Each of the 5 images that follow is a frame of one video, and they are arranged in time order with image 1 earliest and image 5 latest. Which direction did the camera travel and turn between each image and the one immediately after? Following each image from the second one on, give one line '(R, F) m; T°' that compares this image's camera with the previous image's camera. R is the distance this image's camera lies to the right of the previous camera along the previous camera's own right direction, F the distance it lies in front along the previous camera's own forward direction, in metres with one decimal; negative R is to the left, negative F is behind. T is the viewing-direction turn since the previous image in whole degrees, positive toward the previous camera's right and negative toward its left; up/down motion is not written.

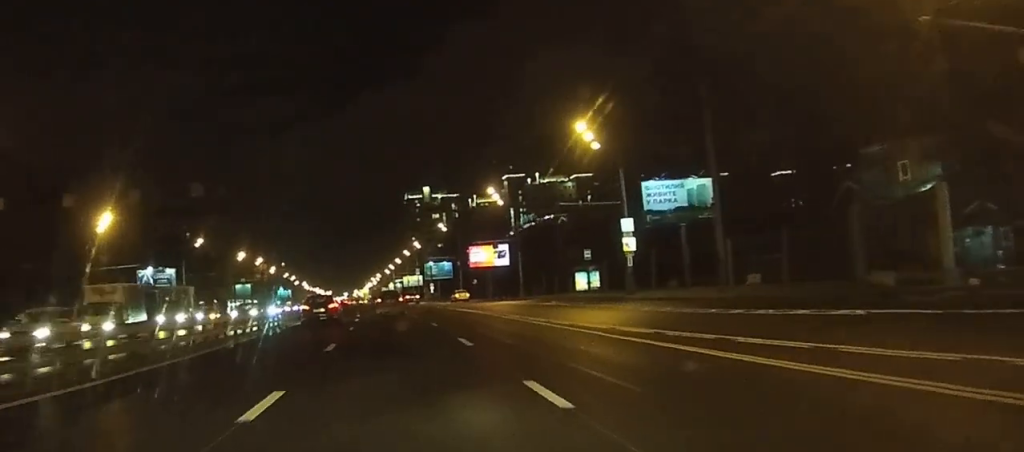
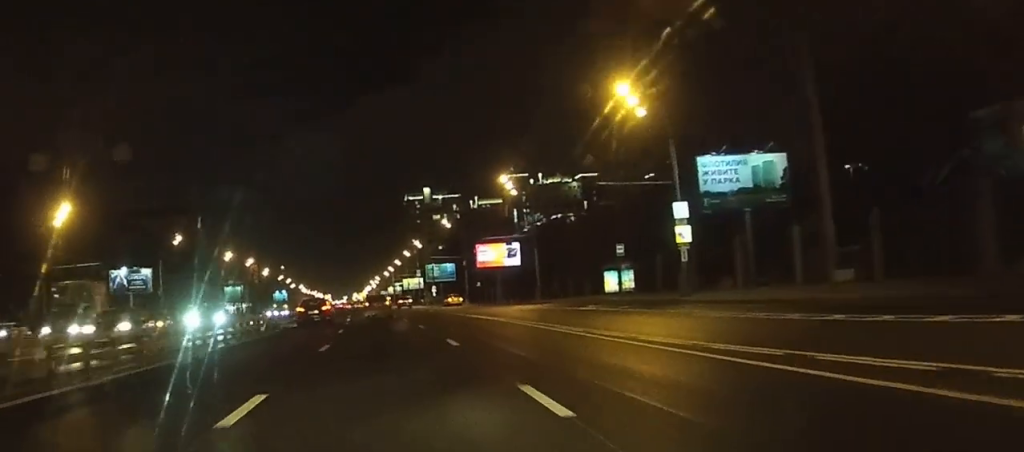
(0.0, +12.4) m; 0°
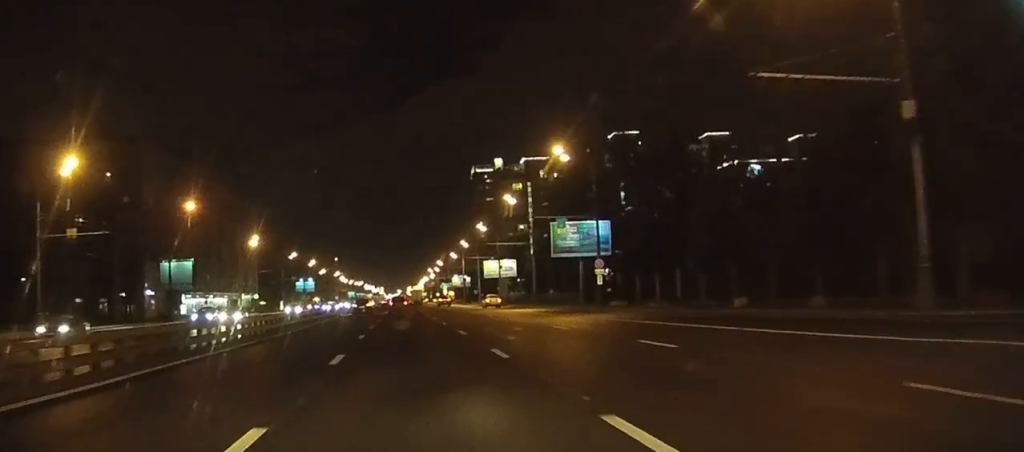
(-3.5, +100.0) m; -3°
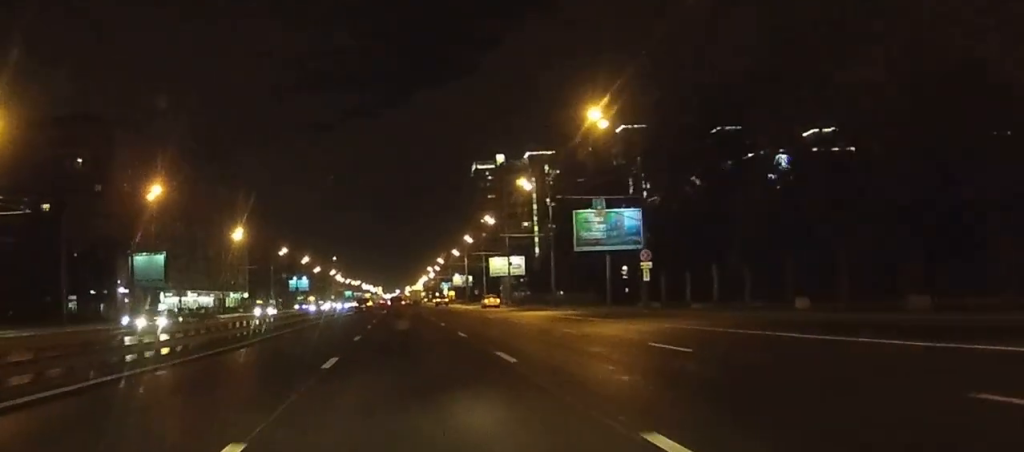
(0.0, +13.1) m; 0°
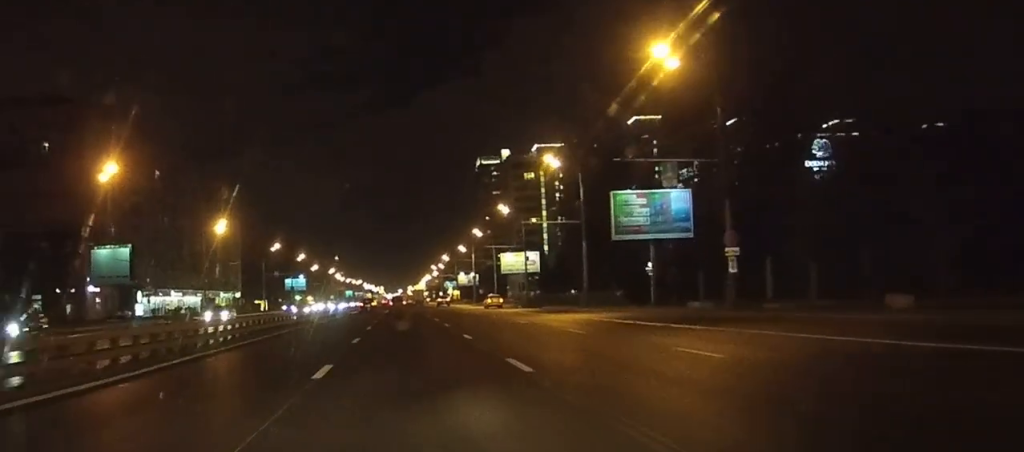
(0.0, +13.8) m; 0°
